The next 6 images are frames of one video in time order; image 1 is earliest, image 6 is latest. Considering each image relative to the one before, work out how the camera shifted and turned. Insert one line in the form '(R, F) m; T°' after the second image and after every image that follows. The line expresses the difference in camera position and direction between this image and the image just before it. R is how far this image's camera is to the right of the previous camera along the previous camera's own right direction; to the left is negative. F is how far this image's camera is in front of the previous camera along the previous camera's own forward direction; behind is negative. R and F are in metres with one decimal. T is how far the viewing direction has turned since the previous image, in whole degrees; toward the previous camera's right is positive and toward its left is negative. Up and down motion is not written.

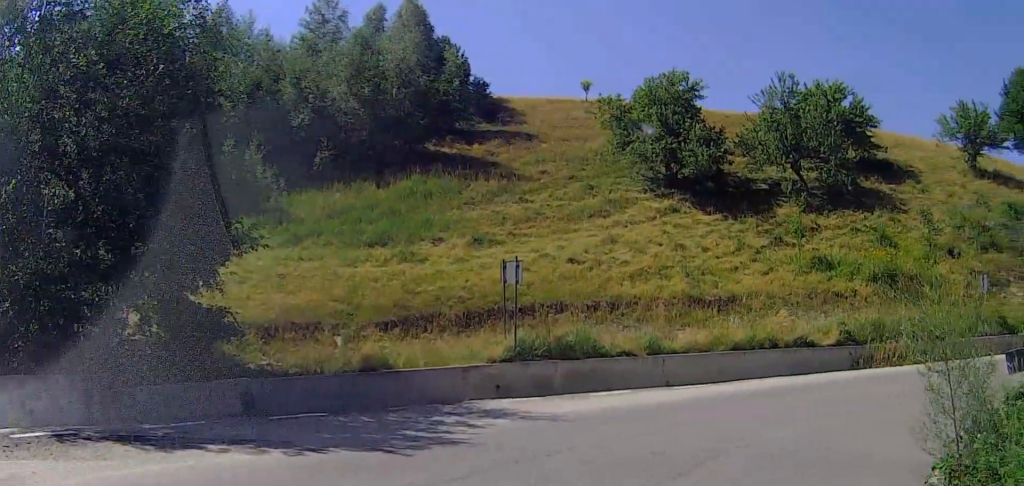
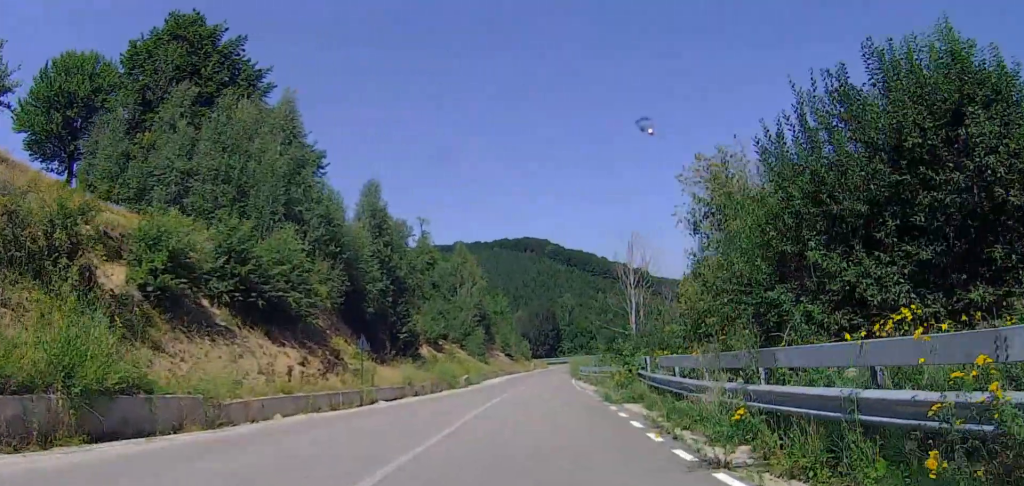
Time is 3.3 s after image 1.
(+14.5, +11.7) m; +86°
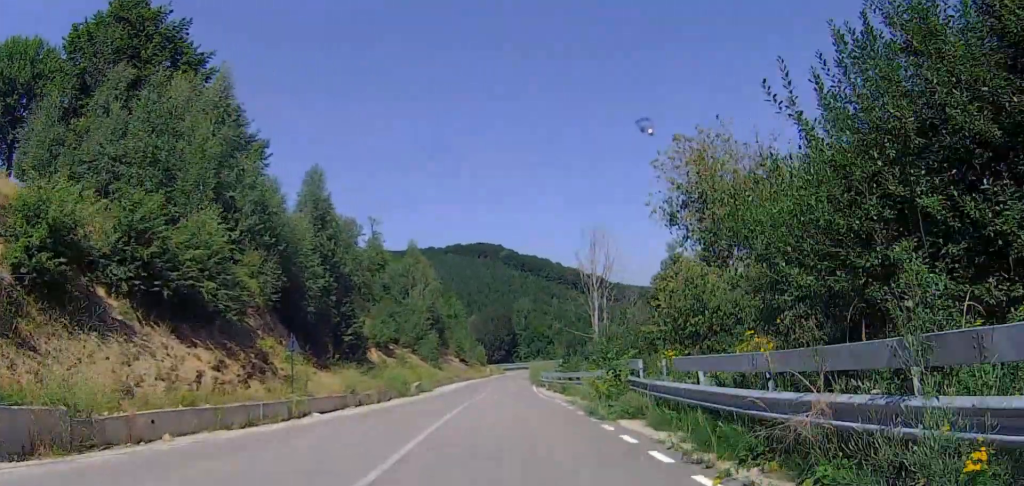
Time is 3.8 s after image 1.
(+0.4, +3.6) m; +1°
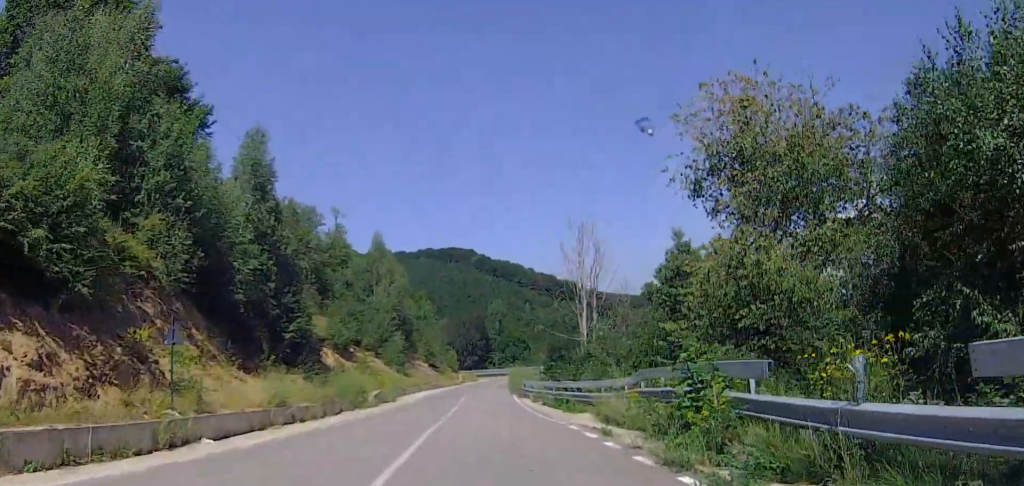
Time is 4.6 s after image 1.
(-0.4, +7.8) m; +1°
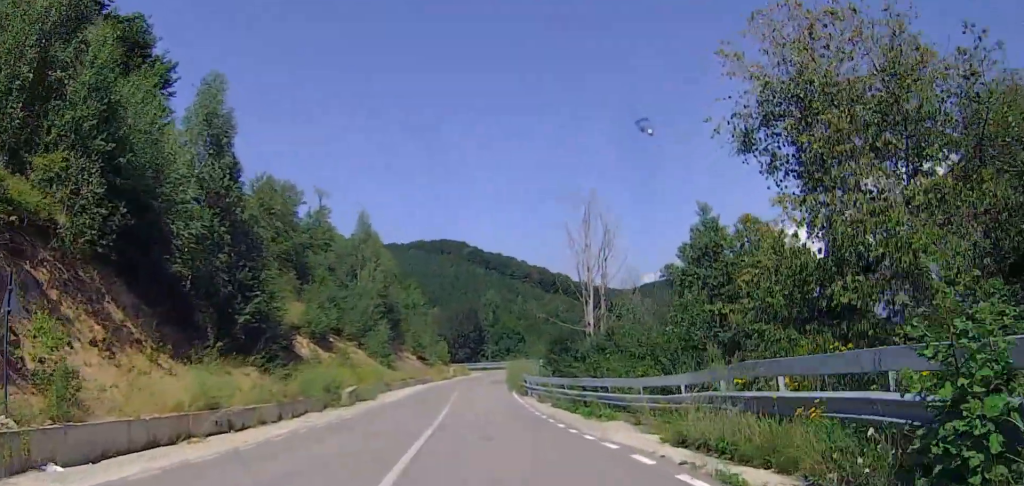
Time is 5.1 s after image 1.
(0.0, +5.8) m; +2°
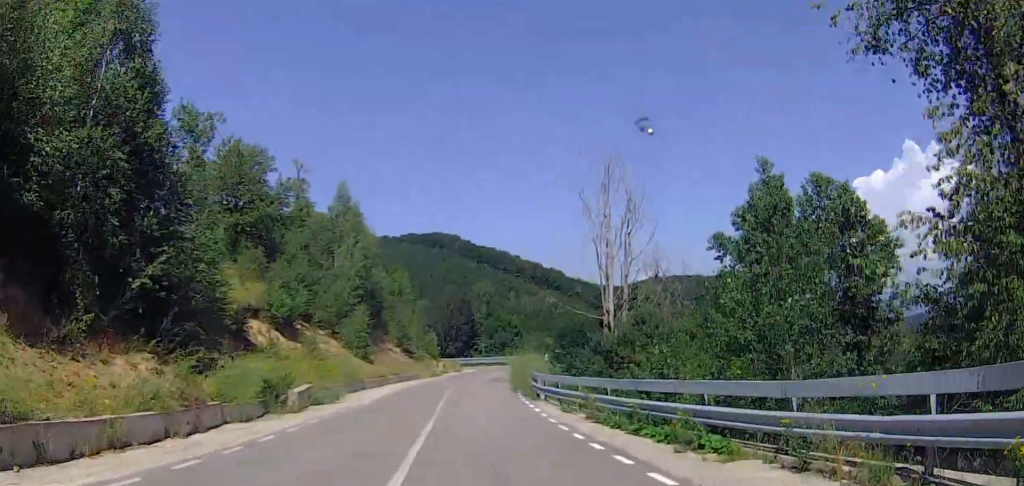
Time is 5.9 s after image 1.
(+0.5, +8.8) m; +3°
